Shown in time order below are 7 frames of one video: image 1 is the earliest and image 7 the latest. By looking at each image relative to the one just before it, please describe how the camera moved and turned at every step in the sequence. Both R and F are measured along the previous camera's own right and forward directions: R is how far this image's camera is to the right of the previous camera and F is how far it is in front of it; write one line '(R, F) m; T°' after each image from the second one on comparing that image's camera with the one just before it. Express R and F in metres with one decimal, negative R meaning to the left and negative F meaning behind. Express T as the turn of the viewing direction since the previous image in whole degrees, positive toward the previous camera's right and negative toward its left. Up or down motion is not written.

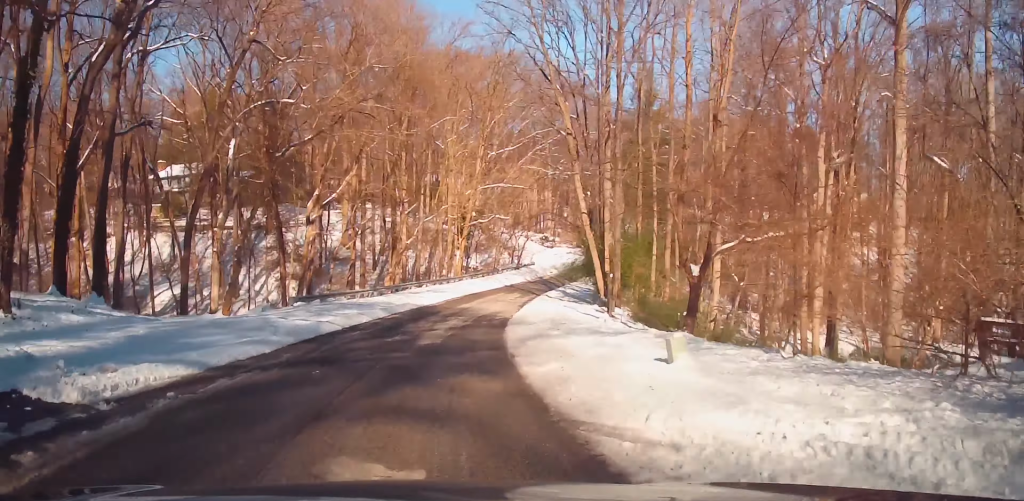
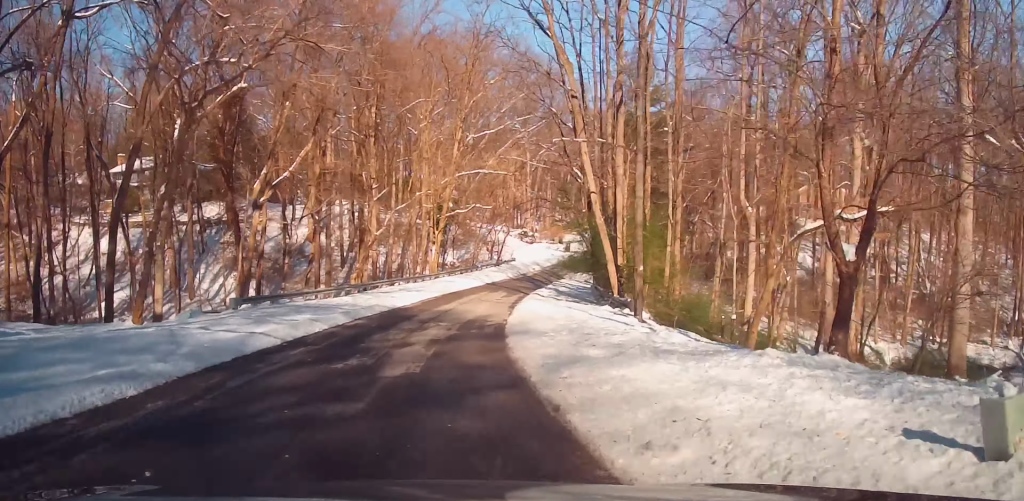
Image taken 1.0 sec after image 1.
(+0.1, +6.8) m; +1°
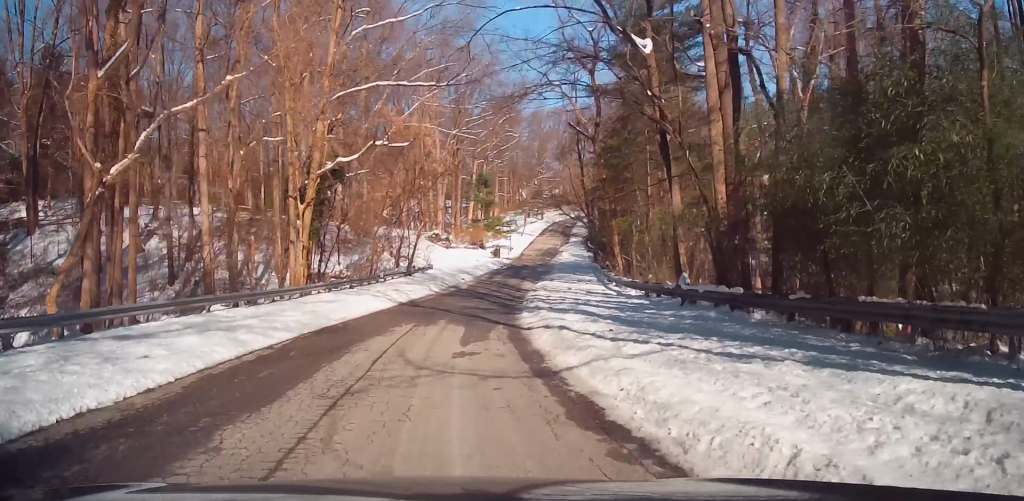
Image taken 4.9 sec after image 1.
(+0.9, +27.8) m; +4°
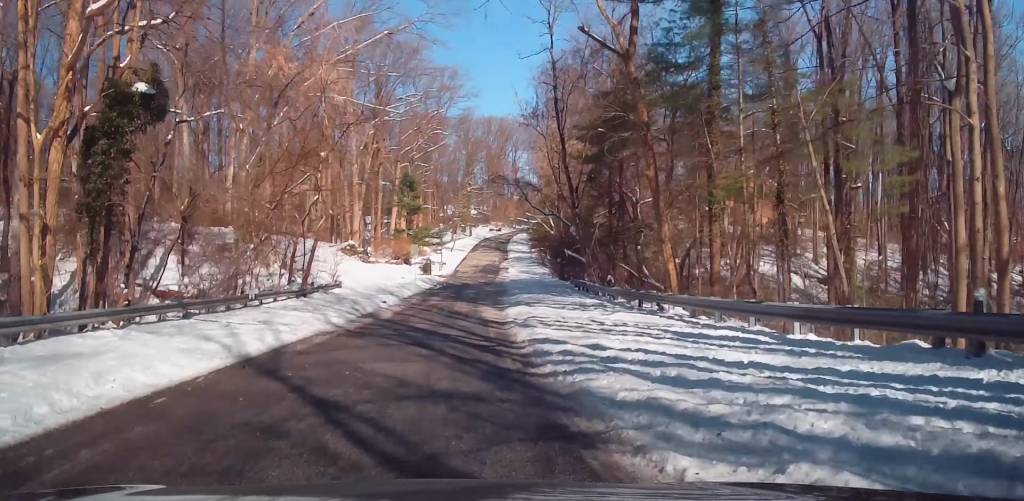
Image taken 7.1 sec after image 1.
(+0.3, +16.2) m; +2°
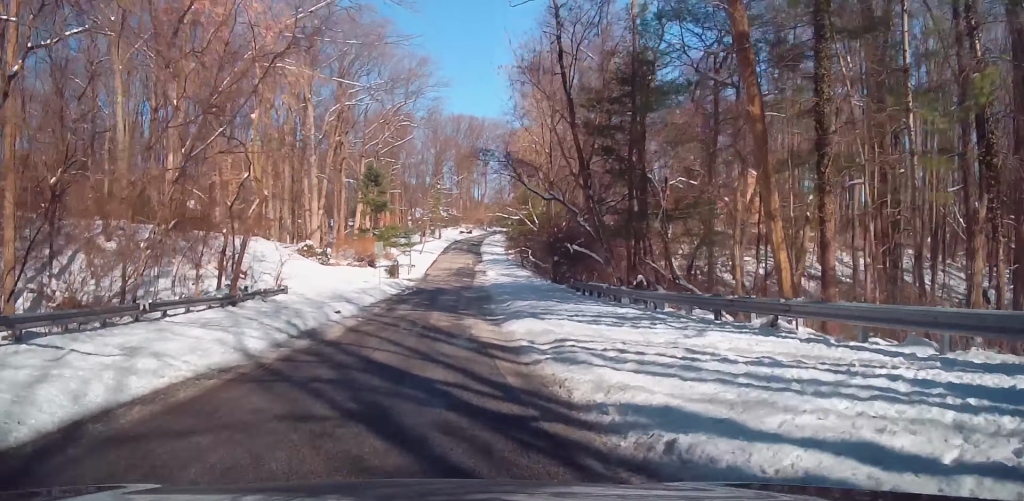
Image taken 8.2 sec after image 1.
(-0.2, +7.9) m; +2°
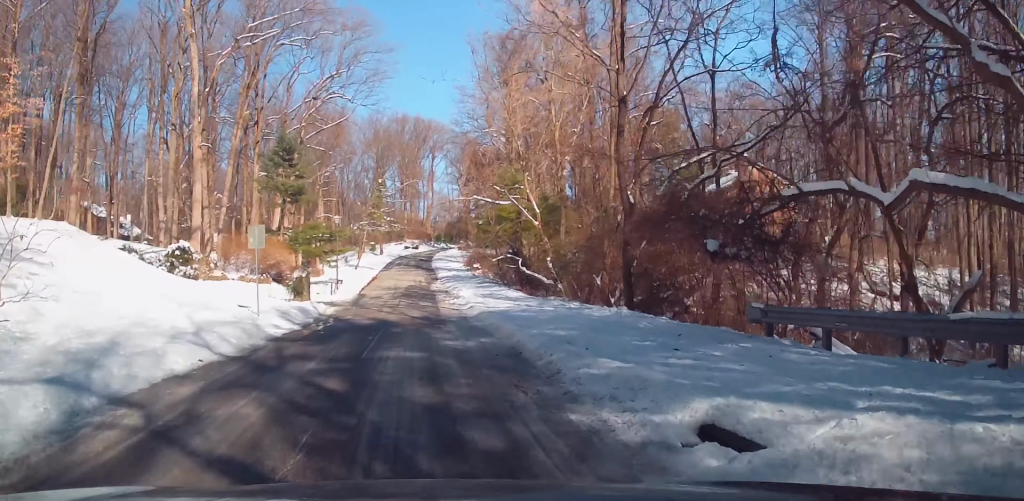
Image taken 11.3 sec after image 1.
(+2.5, +22.5) m; +10°
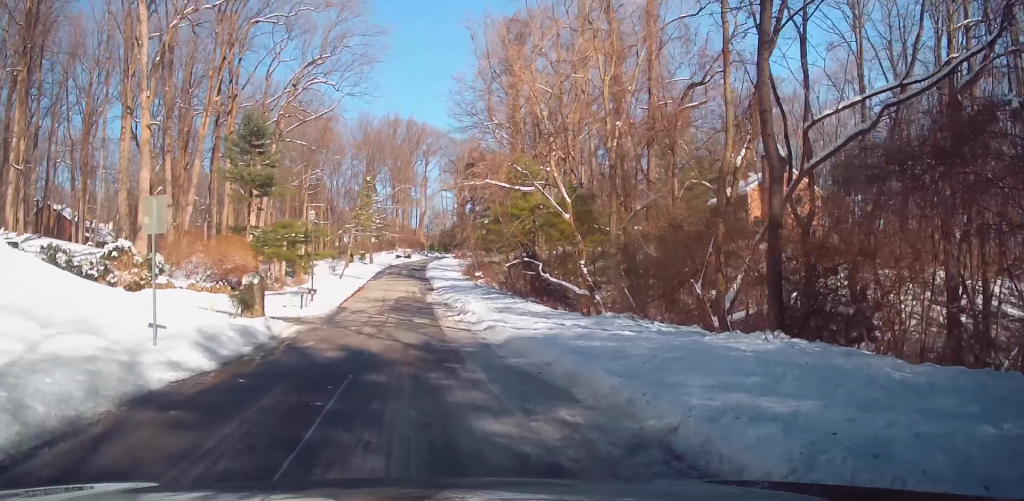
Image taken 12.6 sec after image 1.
(+0.3, +9.0) m; +2°
